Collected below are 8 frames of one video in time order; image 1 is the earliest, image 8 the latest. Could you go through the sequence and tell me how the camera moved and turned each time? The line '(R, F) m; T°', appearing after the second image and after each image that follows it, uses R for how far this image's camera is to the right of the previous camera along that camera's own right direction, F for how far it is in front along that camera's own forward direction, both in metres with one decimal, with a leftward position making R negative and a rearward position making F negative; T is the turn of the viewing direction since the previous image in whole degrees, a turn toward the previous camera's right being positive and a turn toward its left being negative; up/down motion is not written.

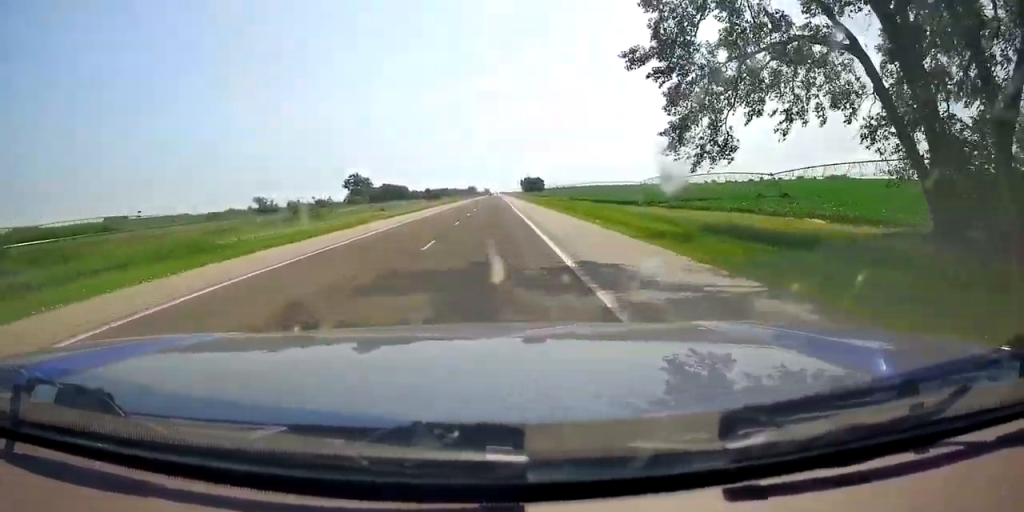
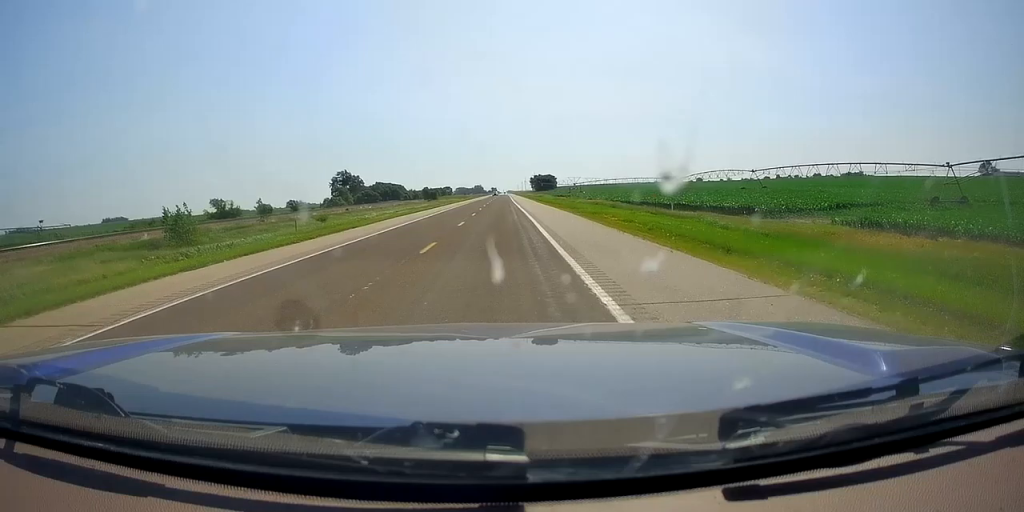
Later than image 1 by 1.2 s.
(+0.1, +36.7) m; 0°
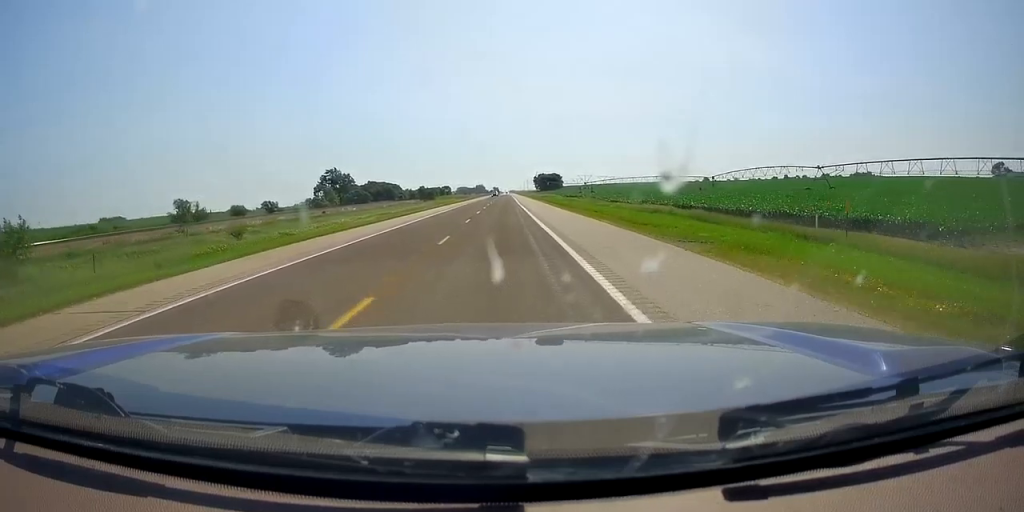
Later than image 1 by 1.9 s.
(0.0, +21.7) m; -1°
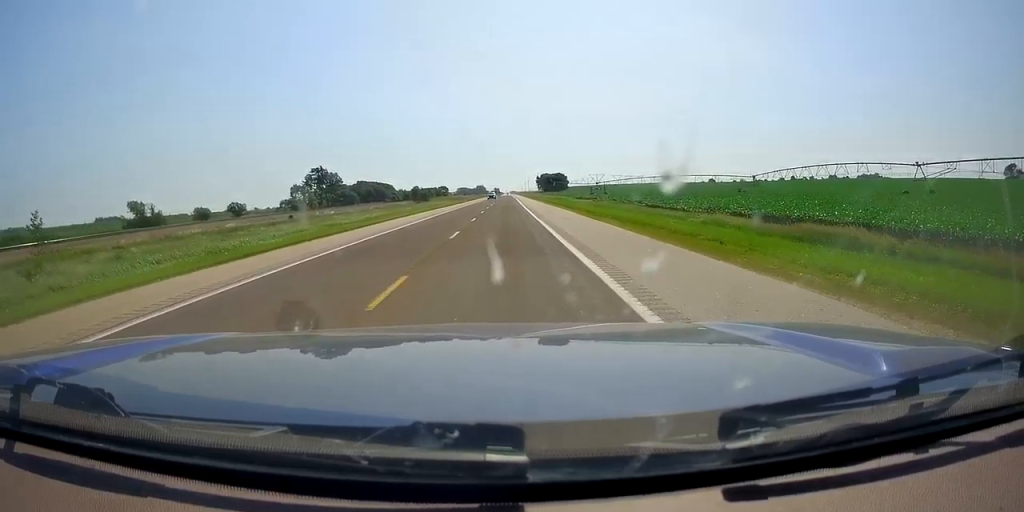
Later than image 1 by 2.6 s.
(-0.1, +21.8) m; -1°
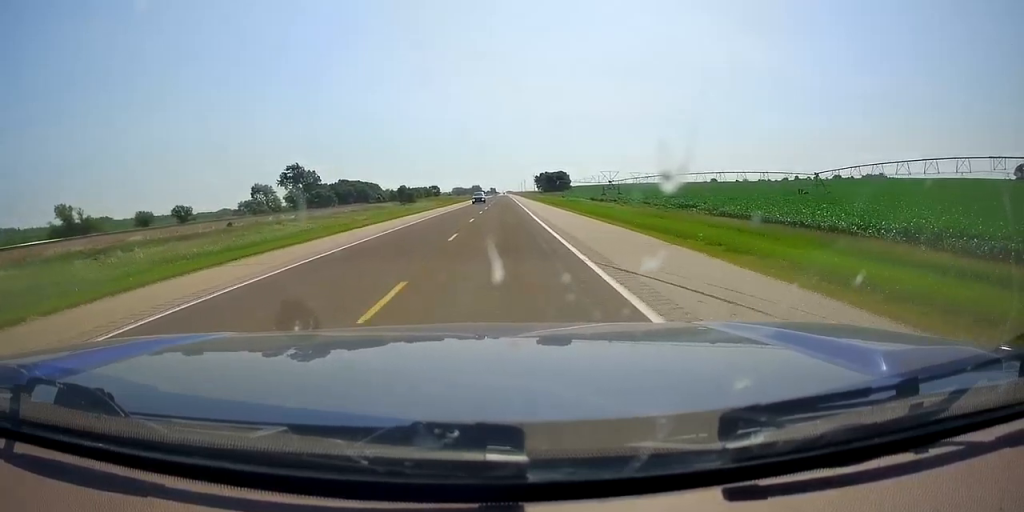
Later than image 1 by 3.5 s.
(-0.4, +24.9) m; 0°
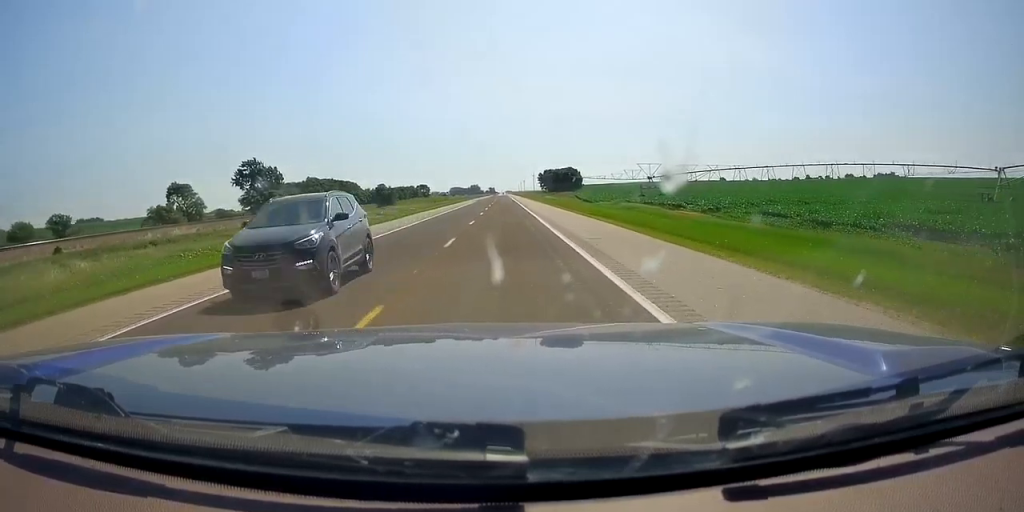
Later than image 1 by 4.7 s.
(+0.7, +38.8) m; +1°
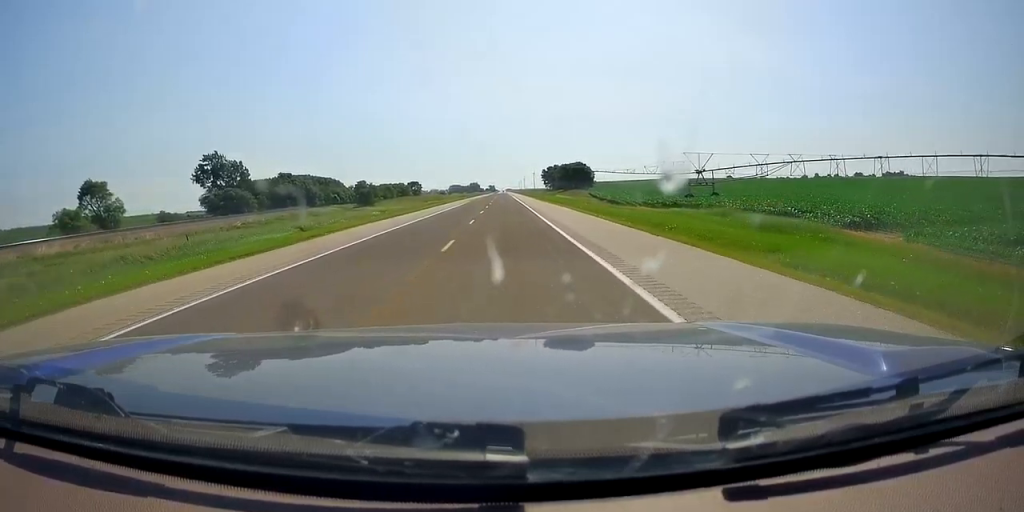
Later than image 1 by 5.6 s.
(0.0, +26.0) m; -1°
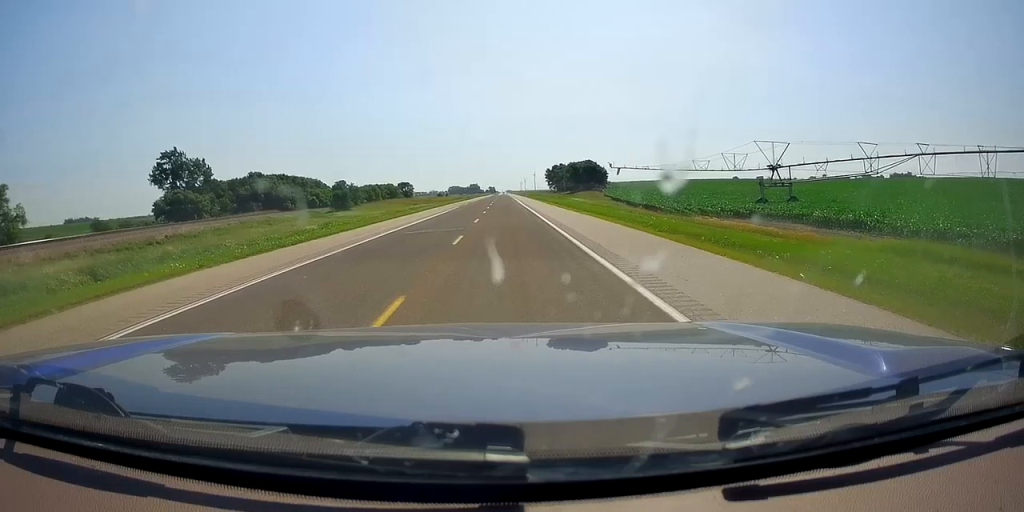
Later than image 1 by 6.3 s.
(-0.4, +21.9) m; 0°
